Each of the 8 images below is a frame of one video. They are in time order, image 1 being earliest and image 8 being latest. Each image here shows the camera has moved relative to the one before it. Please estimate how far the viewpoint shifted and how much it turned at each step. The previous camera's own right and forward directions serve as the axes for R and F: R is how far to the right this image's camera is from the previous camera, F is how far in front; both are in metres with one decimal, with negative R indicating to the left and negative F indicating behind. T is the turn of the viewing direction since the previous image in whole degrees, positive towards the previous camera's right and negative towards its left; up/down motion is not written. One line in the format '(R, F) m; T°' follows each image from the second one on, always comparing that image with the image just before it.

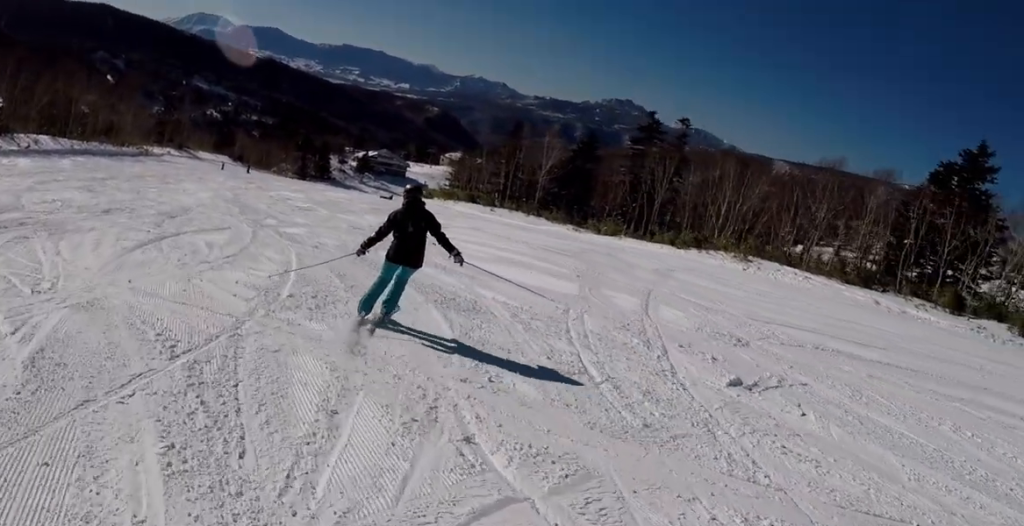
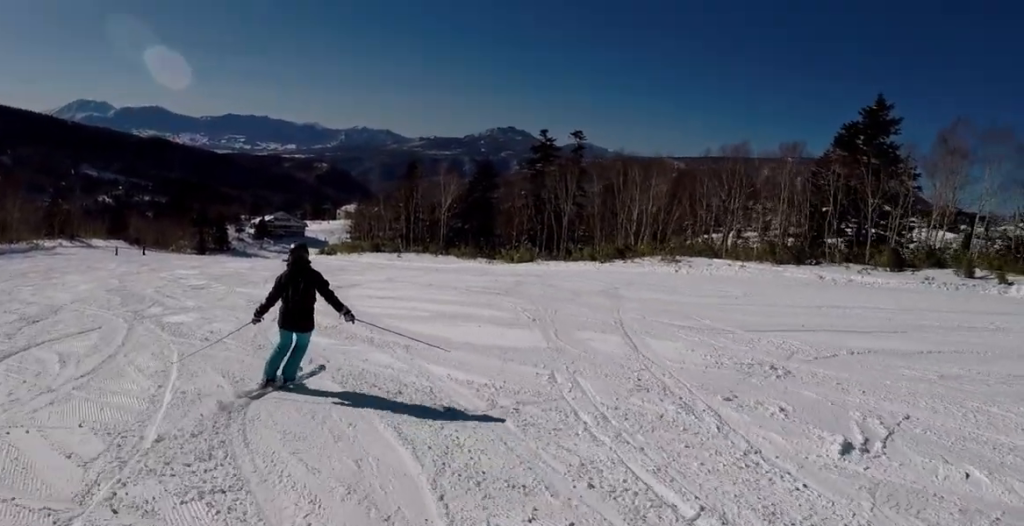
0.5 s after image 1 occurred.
(+1.2, +2.5) m; +11°
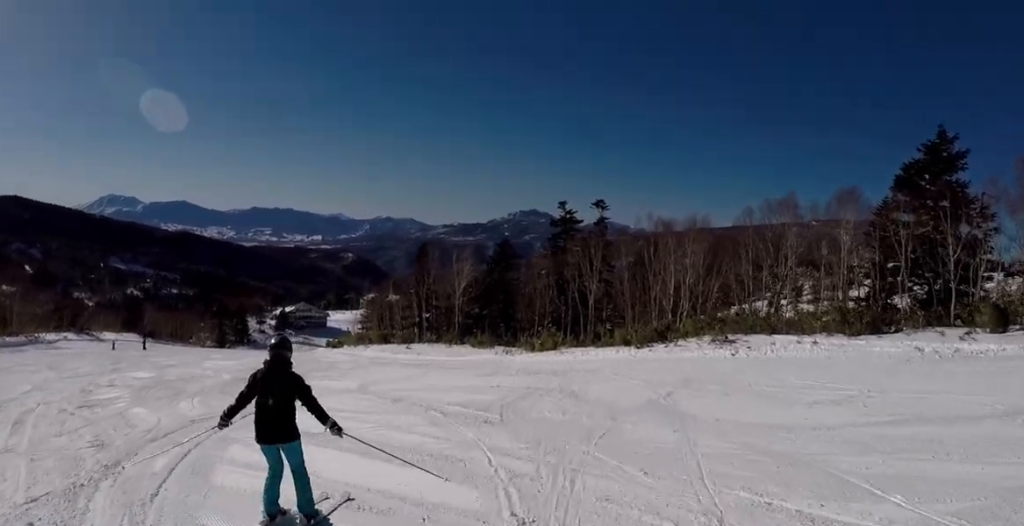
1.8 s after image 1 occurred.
(+0.3, +6.3) m; -20°
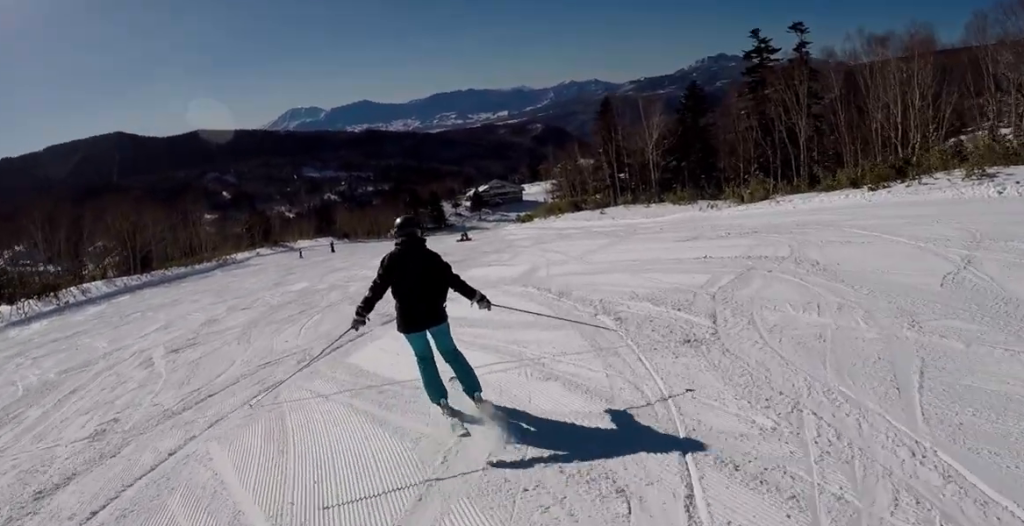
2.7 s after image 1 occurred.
(-1.3, +3.9) m; -29°
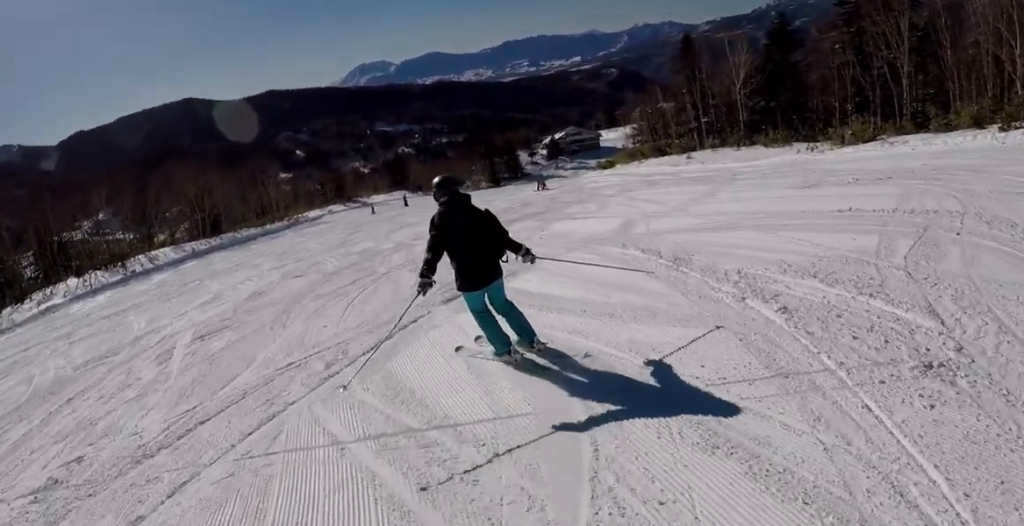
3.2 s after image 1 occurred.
(-0.3, +2.2) m; -13°
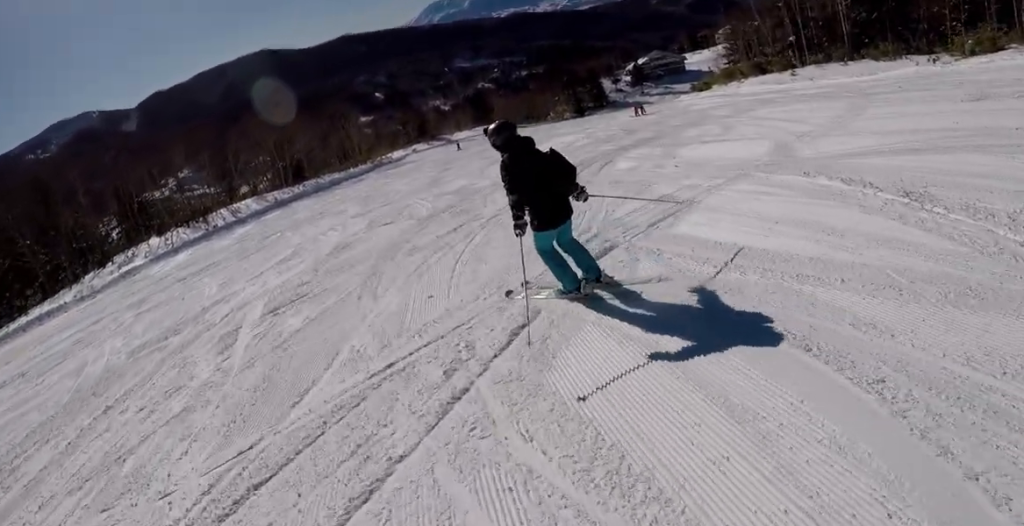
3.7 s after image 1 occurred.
(-0.5, +2.3) m; -9°
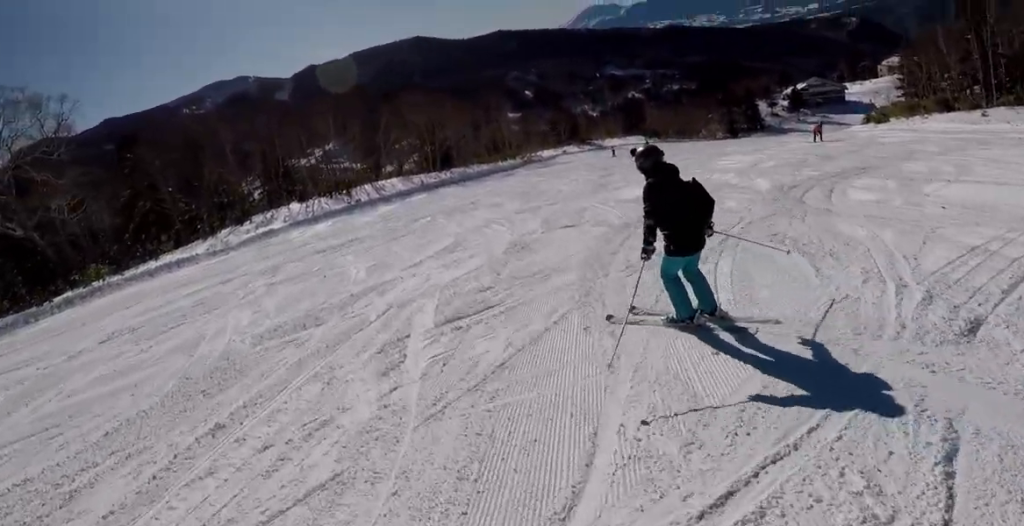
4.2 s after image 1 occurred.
(-0.2, +2.6) m; -3°
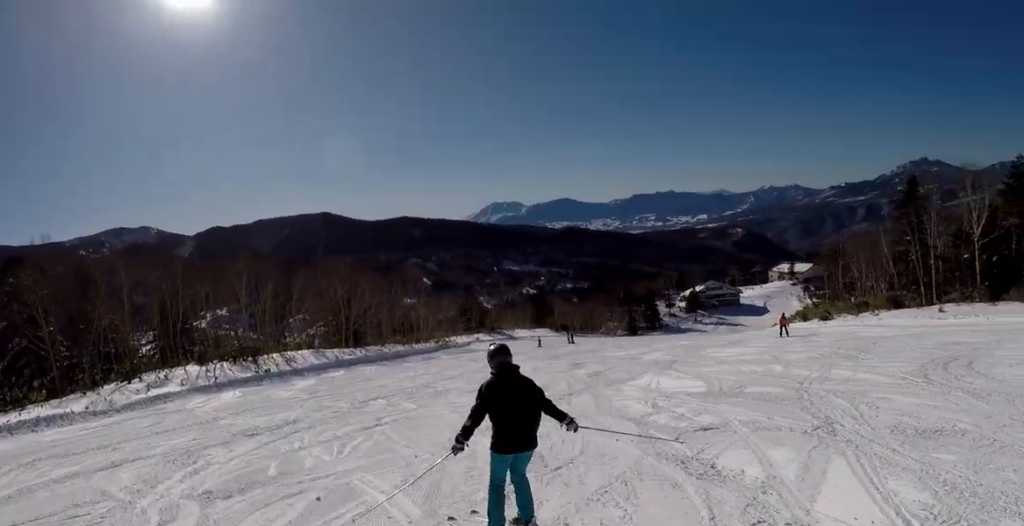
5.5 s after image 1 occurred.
(+0.4, +6.5) m; +16°
